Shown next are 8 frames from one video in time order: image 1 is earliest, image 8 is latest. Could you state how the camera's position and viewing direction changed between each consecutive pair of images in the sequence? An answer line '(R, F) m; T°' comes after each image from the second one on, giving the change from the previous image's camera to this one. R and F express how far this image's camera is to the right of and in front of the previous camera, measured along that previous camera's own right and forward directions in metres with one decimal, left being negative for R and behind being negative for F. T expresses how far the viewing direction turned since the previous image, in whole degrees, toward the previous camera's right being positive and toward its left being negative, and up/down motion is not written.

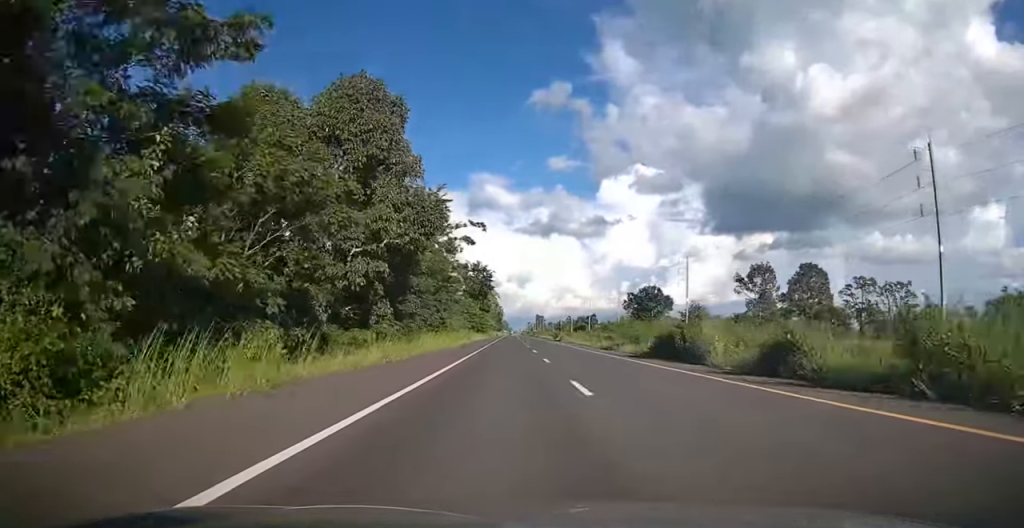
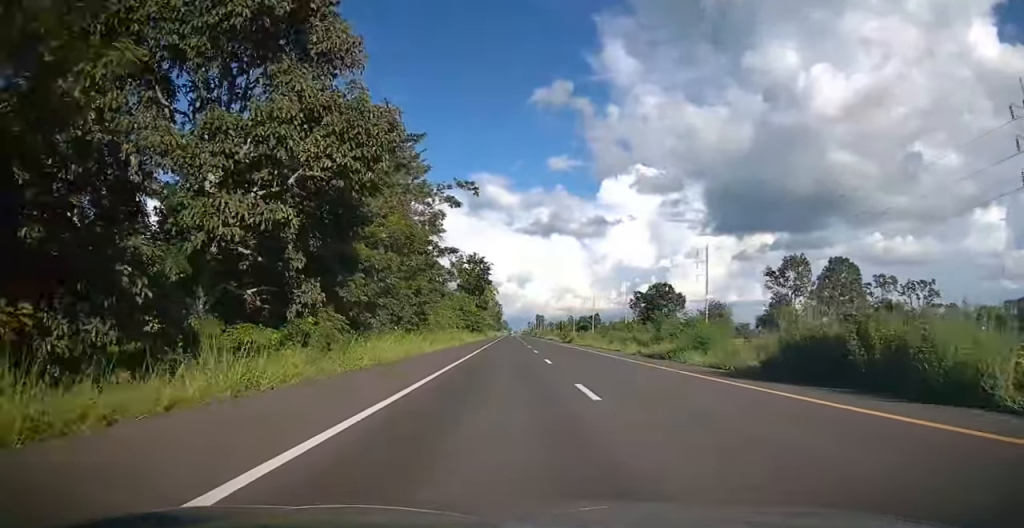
(0.0, +12.6) m; 0°
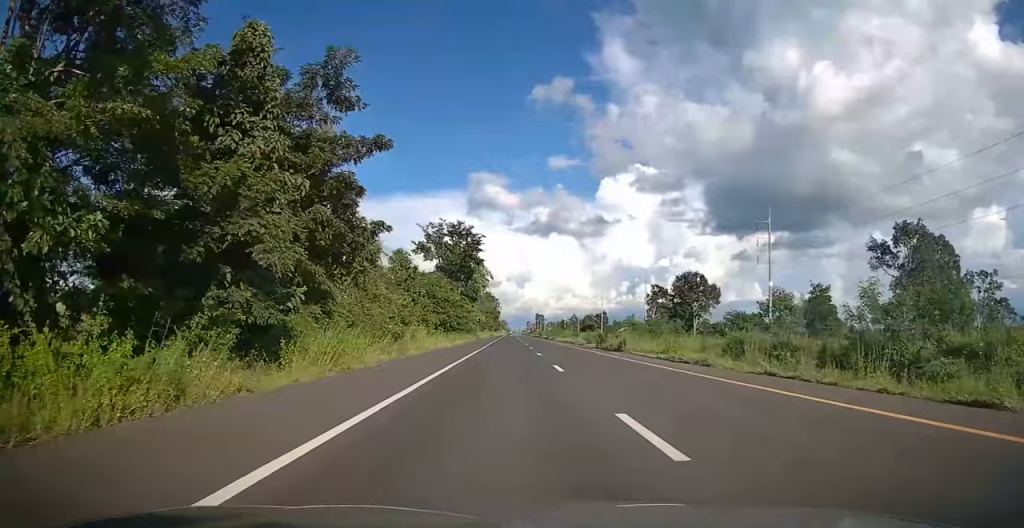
(-0.1, +28.7) m; 0°
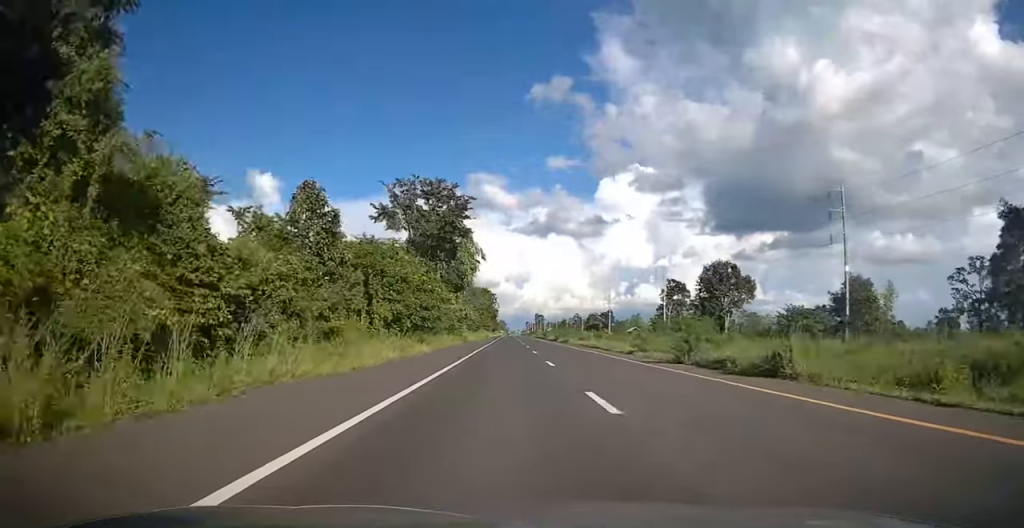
(0.0, +20.8) m; 0°
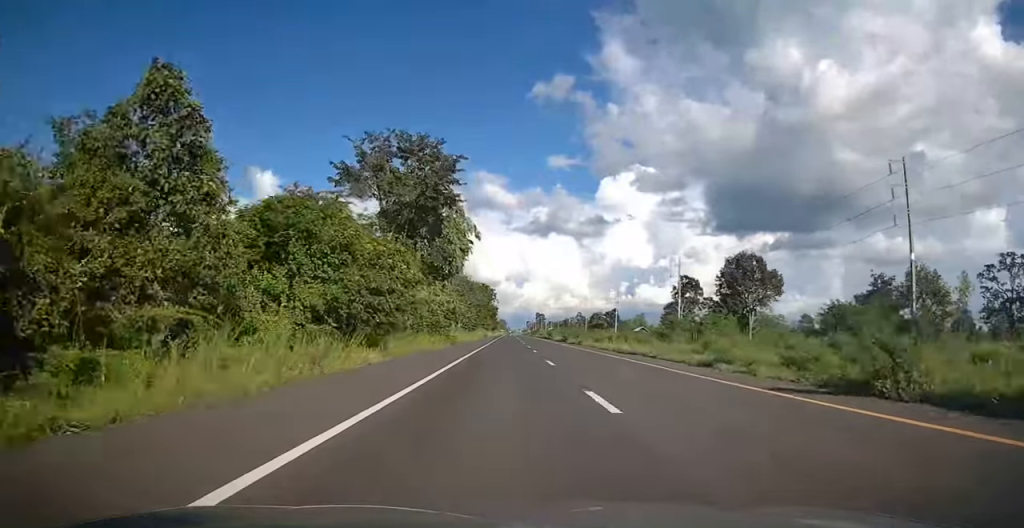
(0.0, +11.9) m; 0°
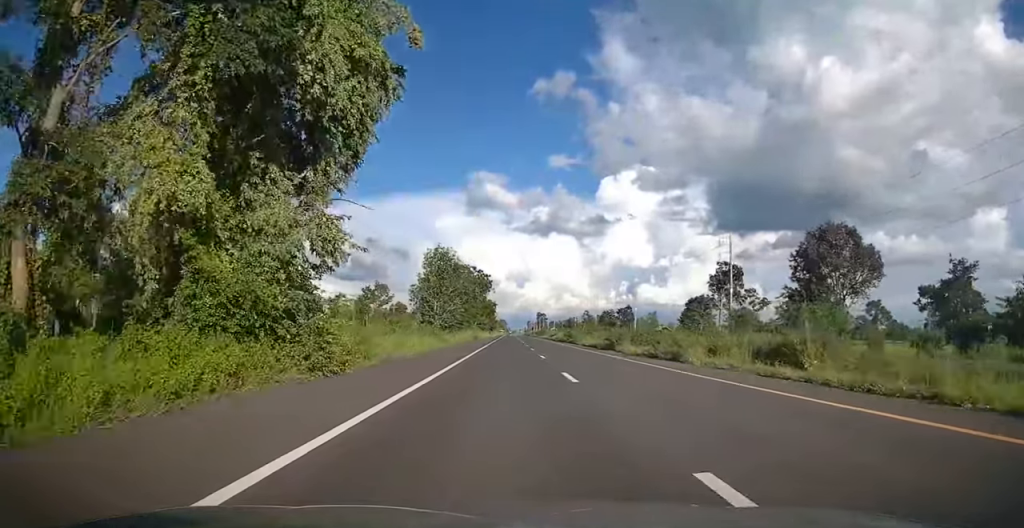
(0.0, +30.4) m; 0°
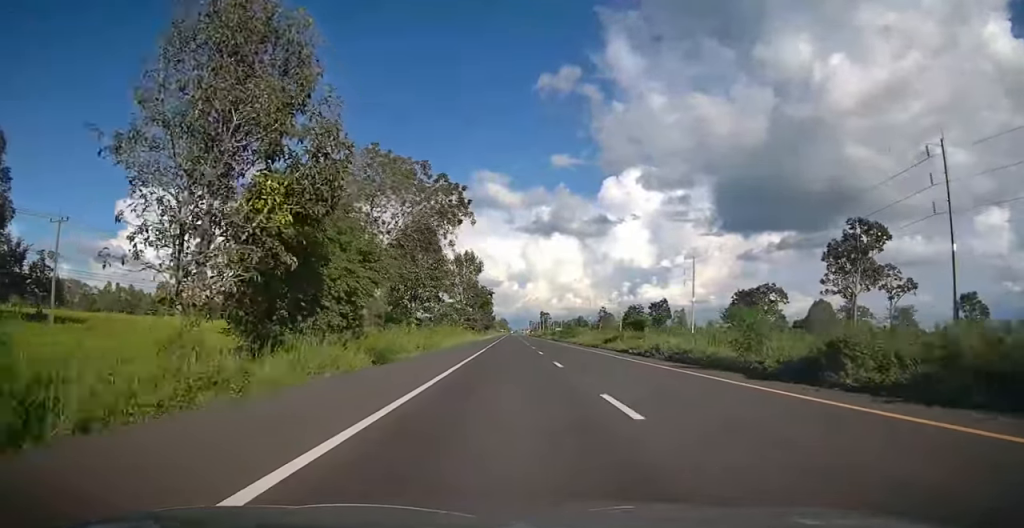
(-0.1, +53.9) m; 0°
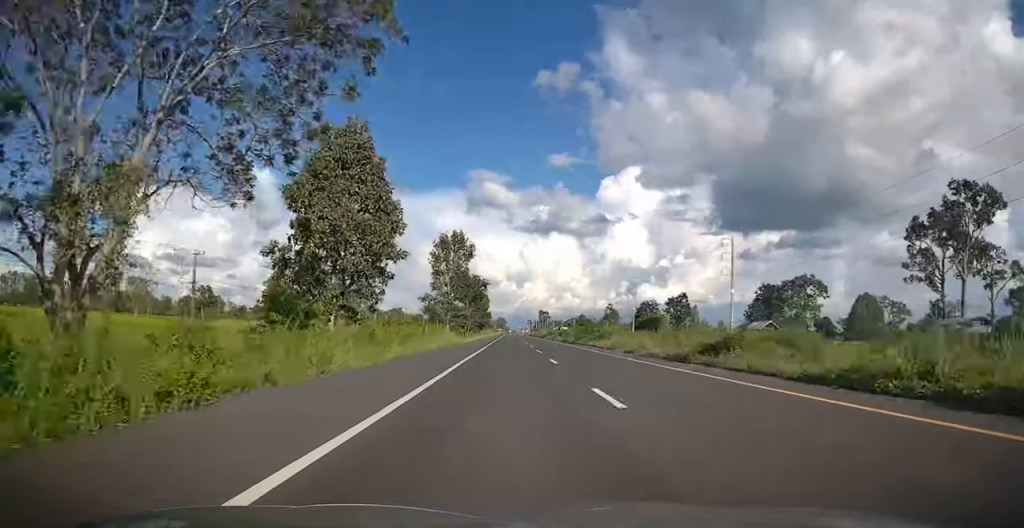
(-0.1, +22.7) m; 0°
